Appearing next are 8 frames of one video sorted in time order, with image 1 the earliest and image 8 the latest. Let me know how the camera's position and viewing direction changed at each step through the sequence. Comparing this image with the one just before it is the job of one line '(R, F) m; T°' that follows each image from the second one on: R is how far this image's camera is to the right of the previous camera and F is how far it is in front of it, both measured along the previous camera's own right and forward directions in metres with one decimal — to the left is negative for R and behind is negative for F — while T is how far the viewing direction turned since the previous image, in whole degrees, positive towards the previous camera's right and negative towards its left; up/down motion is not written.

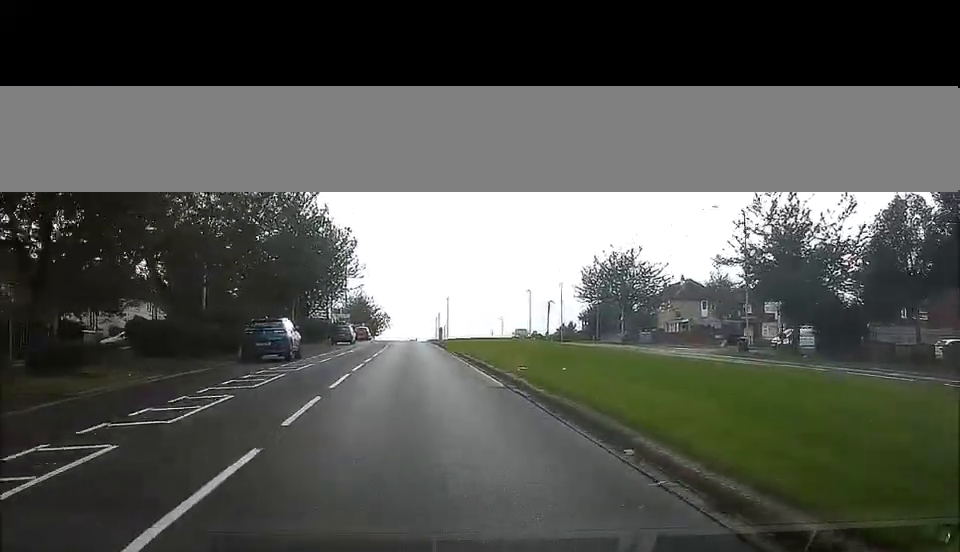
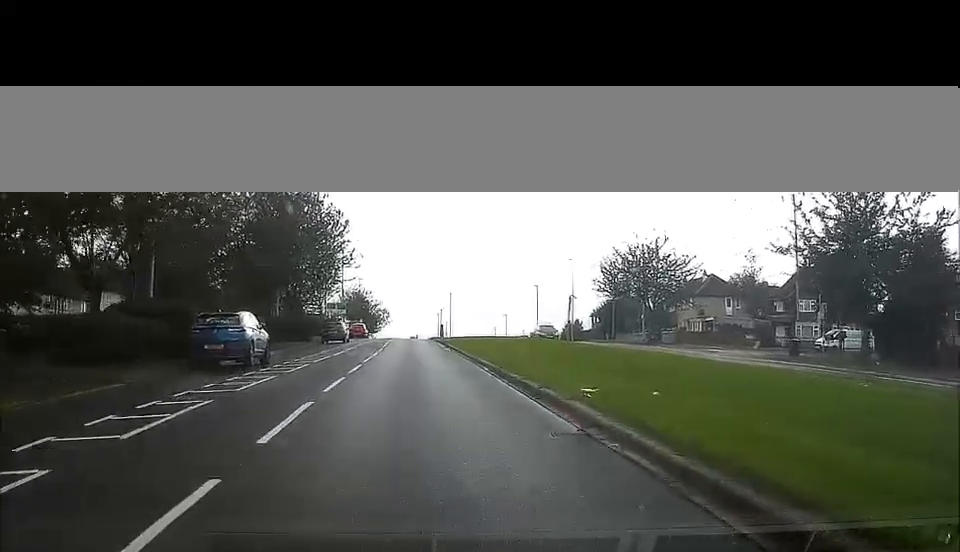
(-0.1, +7.6) m; -1°
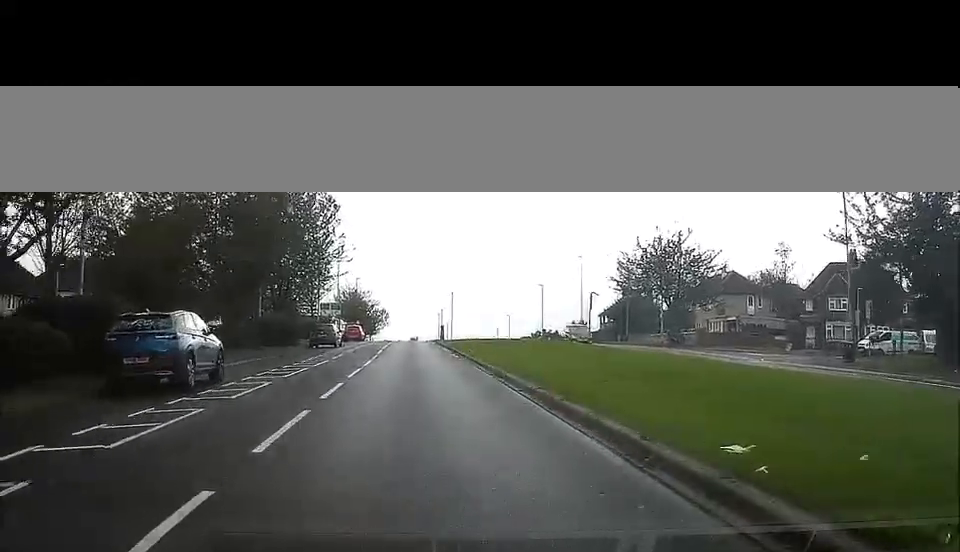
(-0.1, +6.4) m; -1°
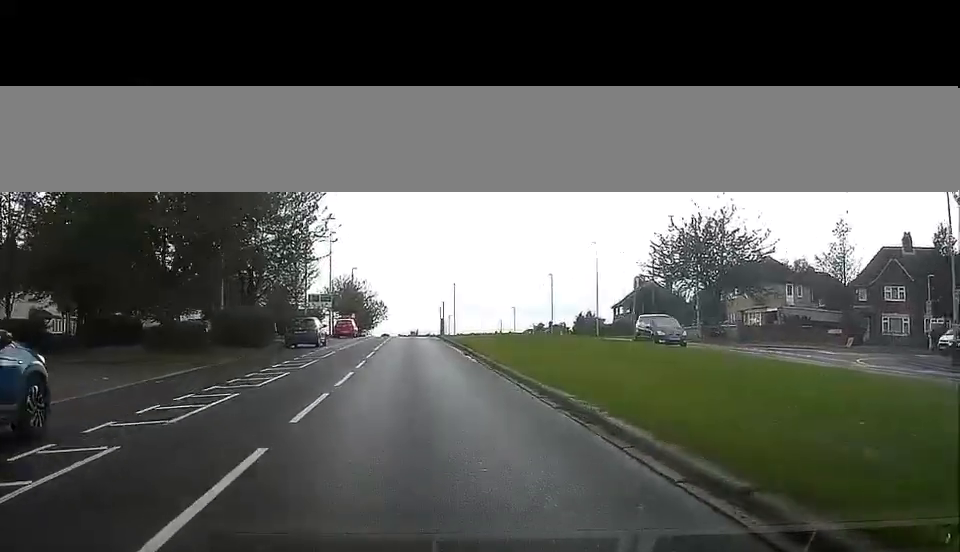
(0.0, +9.6) m; +1°
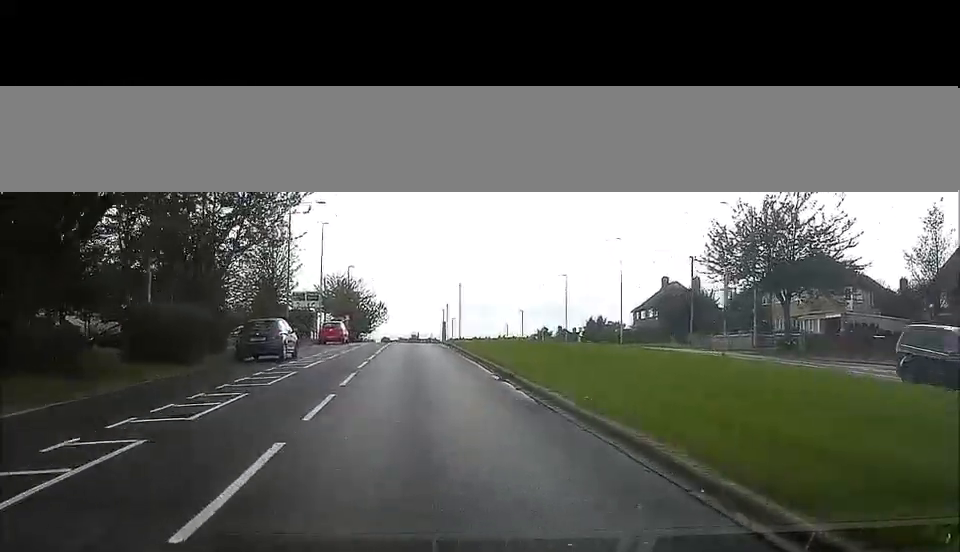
(+0.3, +11.2) m; 0°
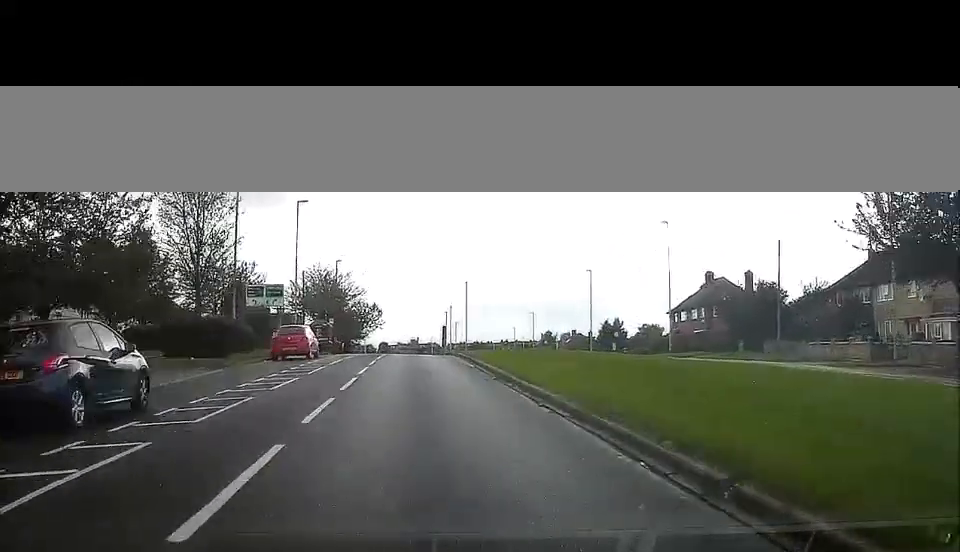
(-0.4, +17.8) m; -2°
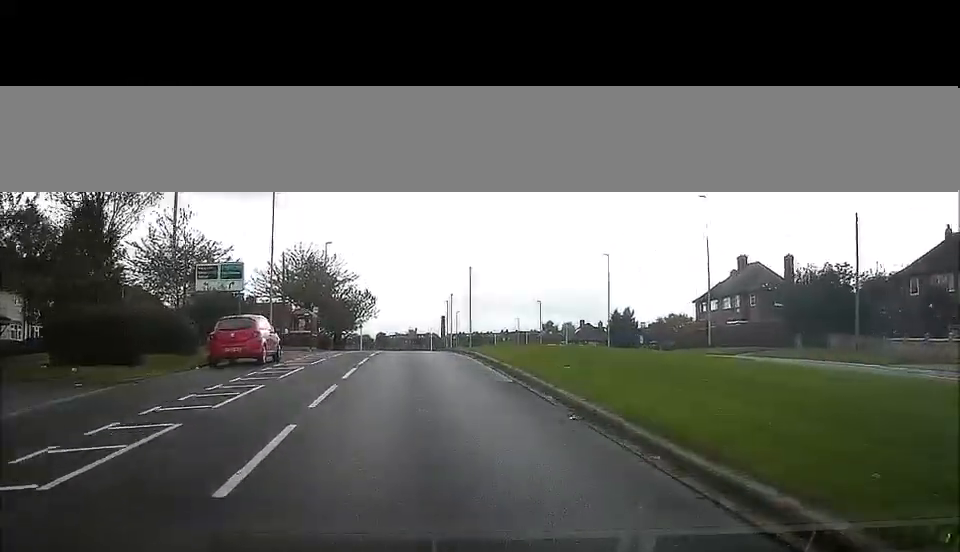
(0.0, +10.7) m; 0°
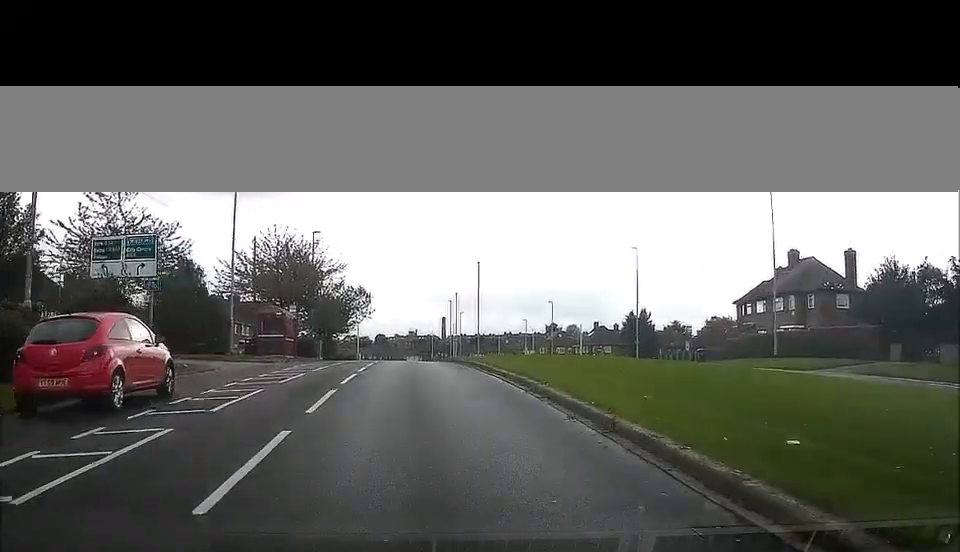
(0.0, +12.6) m; -1°
